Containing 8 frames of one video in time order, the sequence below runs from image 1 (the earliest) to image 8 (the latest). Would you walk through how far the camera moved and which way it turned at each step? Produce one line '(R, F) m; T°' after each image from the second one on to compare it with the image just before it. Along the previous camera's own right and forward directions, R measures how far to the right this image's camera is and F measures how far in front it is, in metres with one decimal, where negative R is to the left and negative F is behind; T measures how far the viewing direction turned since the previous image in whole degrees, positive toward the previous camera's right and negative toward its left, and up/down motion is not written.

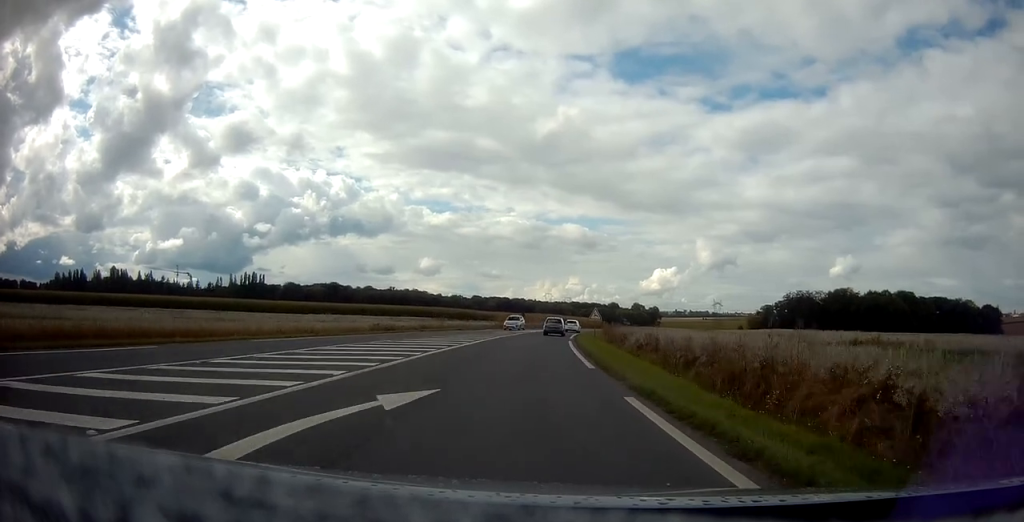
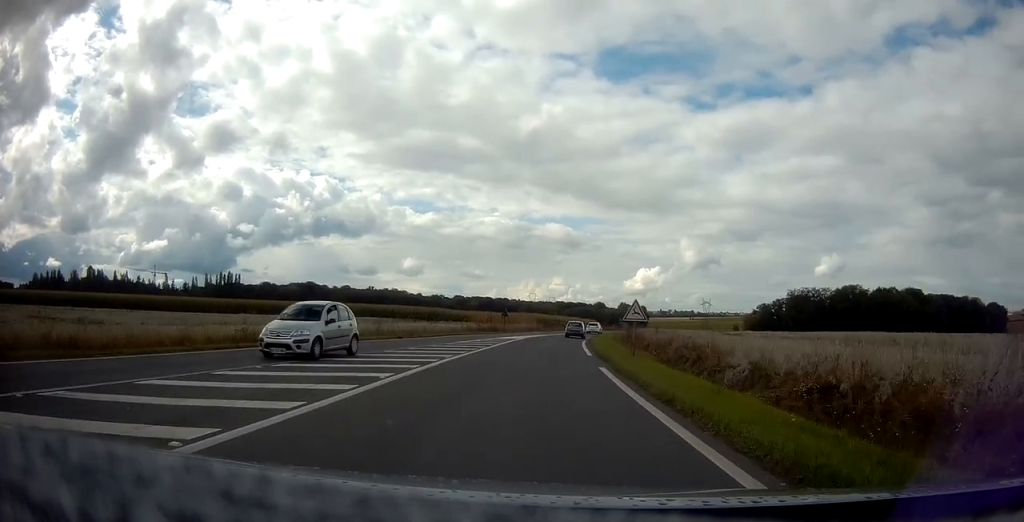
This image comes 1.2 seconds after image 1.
(+0.3, +19.0) m; +3°
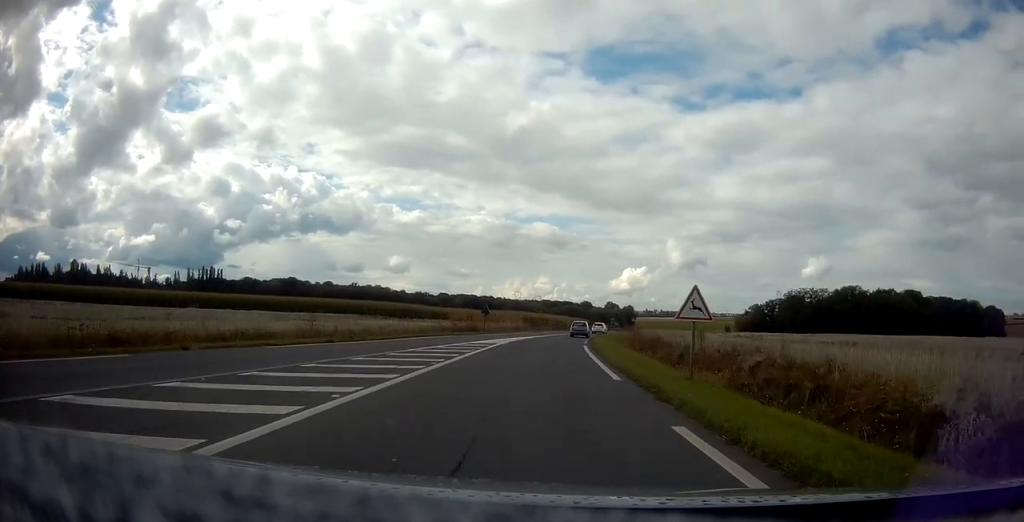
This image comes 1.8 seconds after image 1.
(+0.3, +9.5) m; +1°
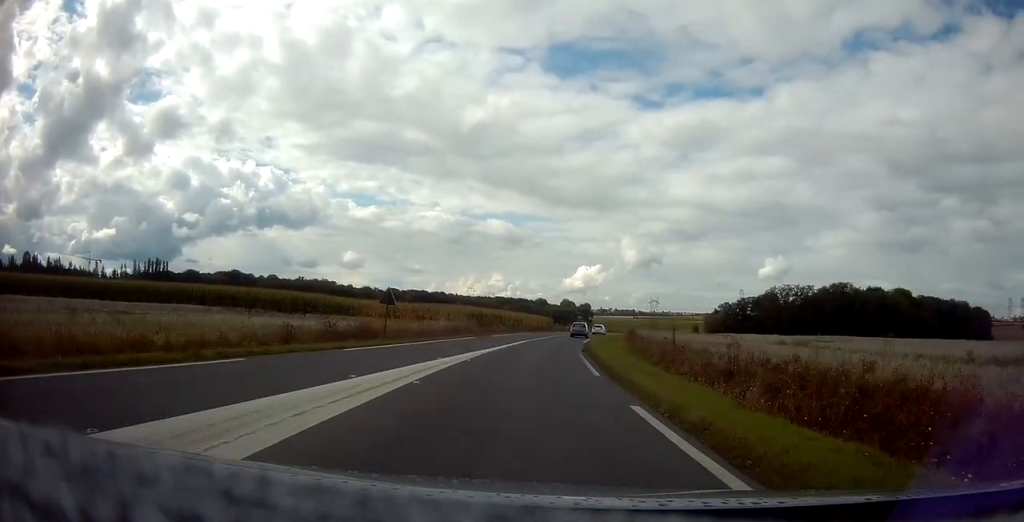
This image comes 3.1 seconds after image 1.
(+0.6, +23.4) m; +3°
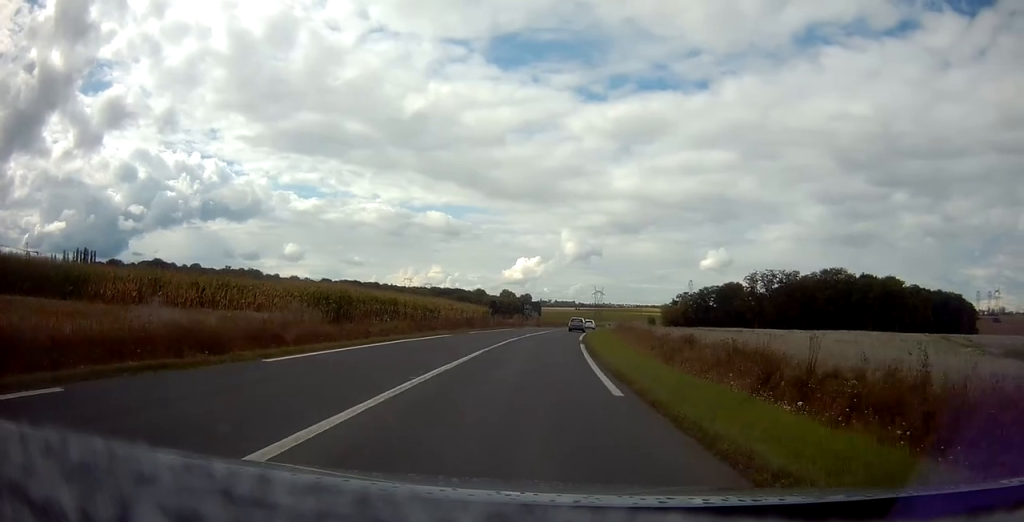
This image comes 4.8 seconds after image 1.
(+1.5, +32.2) m; +5°
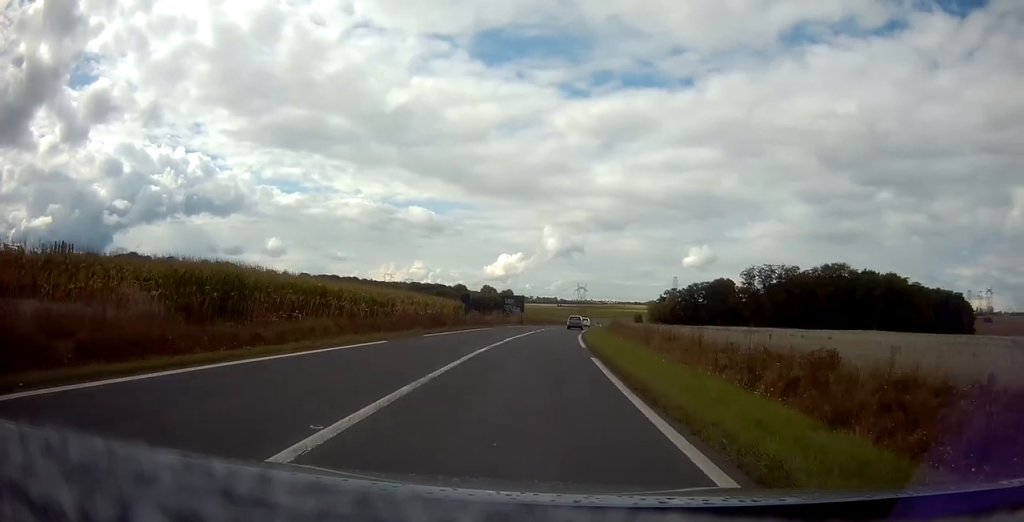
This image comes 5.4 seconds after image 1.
(+0.1, +11.4) m; +2°
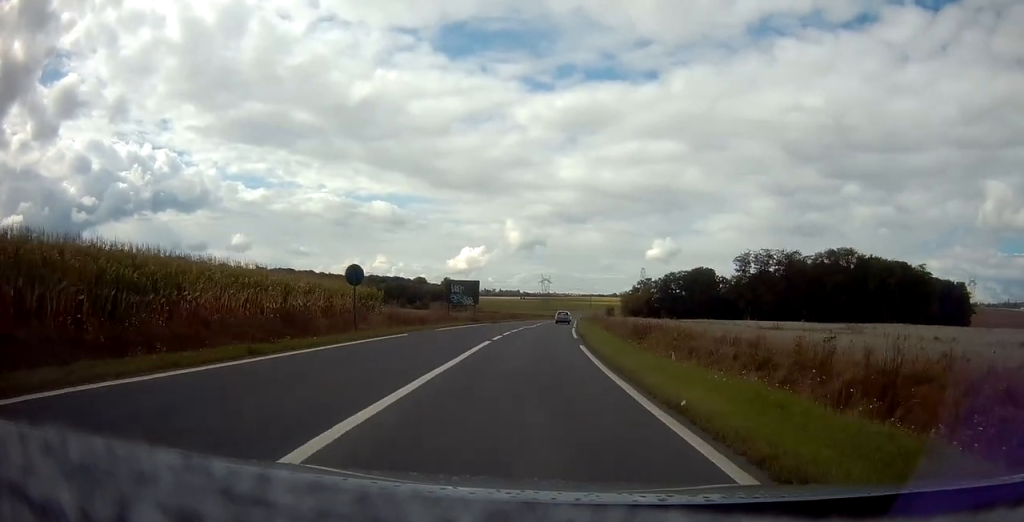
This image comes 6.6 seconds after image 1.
(+0.8, +22.3) m; +5°
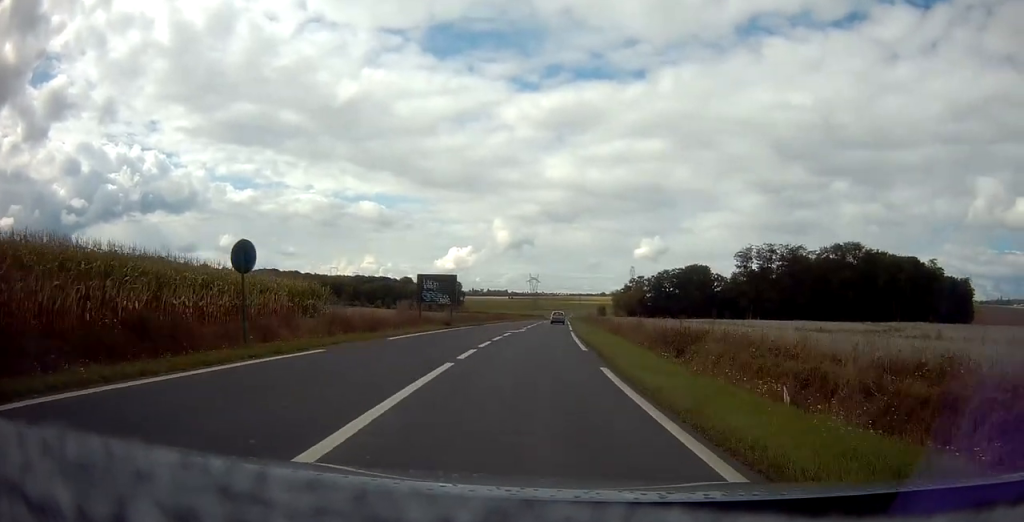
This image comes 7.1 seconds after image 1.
(+0.2, +8.9) m; +2°
